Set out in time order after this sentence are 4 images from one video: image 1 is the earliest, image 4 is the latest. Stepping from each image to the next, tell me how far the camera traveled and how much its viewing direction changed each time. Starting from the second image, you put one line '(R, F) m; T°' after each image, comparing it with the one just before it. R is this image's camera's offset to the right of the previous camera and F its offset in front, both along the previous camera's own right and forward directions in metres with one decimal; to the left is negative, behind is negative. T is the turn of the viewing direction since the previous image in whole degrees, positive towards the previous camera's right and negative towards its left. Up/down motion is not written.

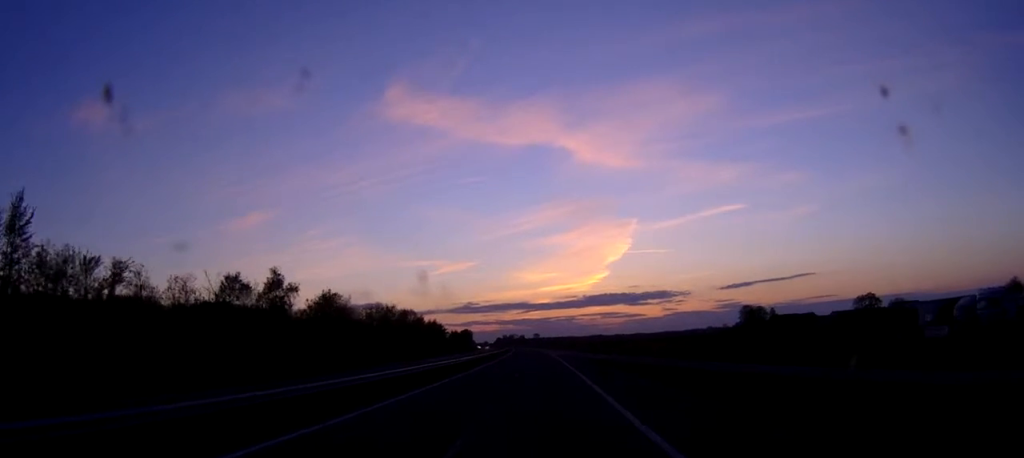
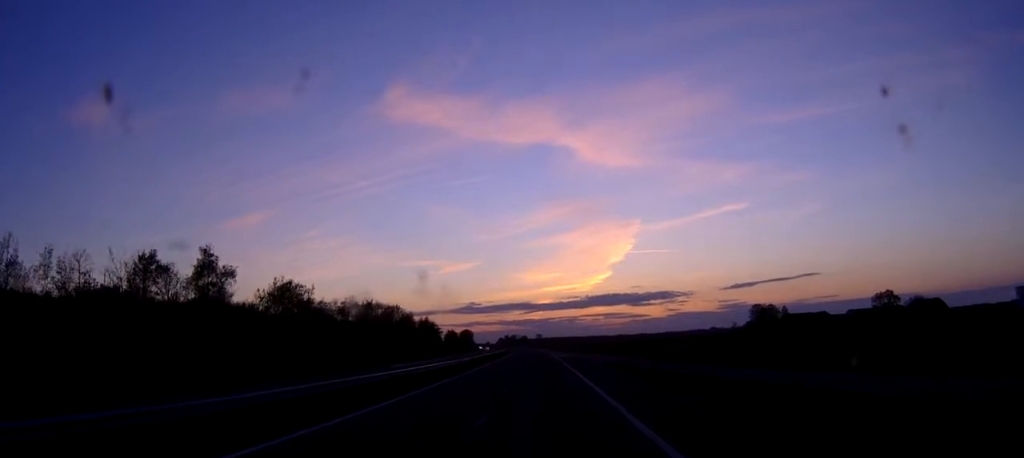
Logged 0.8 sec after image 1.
(-0.1, +19.8) m; 0°
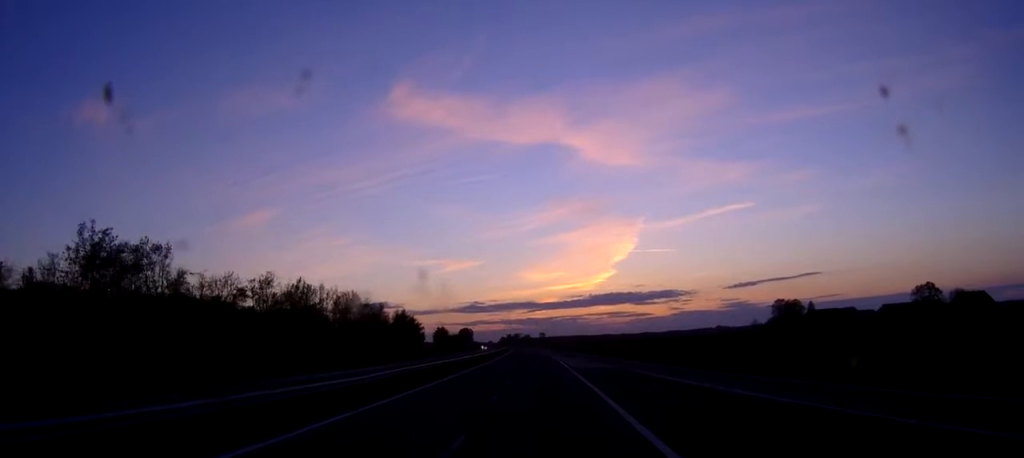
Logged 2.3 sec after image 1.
(0.0, +39.6) m; 0°
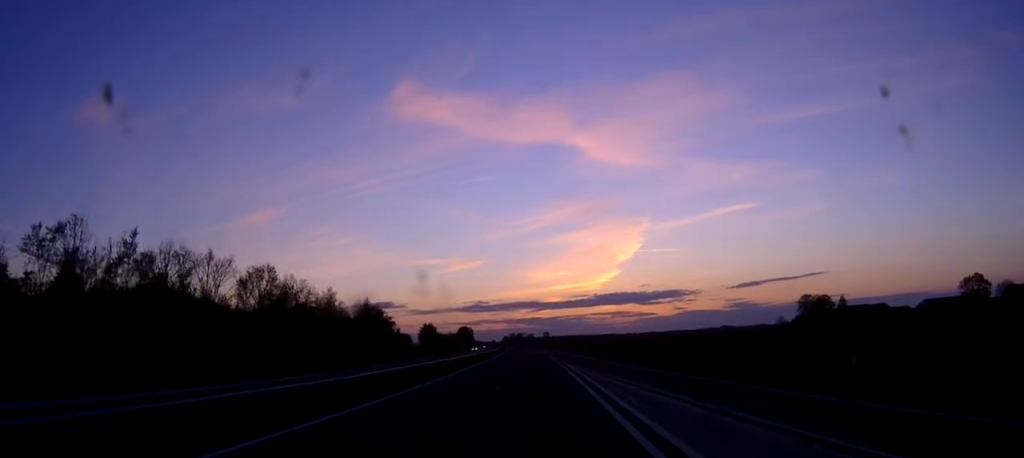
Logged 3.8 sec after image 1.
(0.0, +39.6) m; -1°
